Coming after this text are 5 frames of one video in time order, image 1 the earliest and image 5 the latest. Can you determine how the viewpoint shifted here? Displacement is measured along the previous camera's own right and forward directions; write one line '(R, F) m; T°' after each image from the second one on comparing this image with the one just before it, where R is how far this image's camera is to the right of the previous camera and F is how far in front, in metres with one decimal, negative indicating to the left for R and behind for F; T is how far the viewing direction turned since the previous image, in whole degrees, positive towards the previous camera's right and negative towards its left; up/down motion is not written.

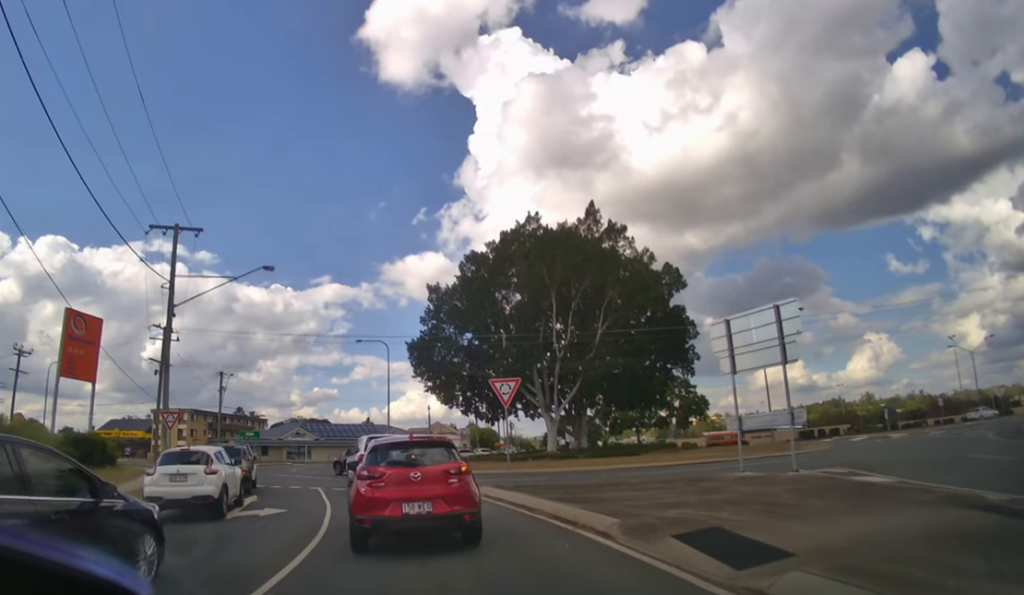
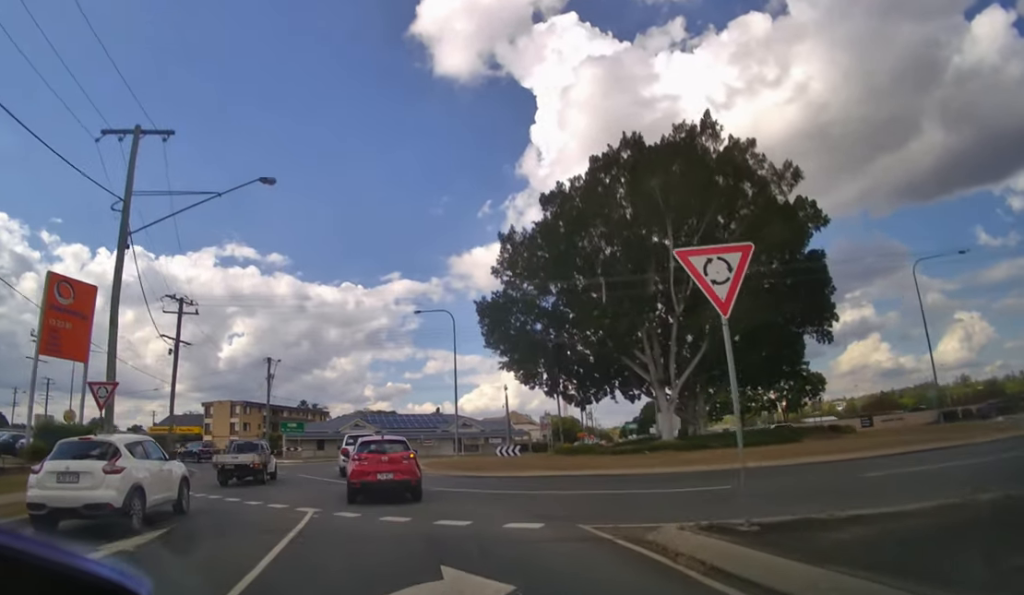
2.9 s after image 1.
(-1.2, +9.2) m; -11°
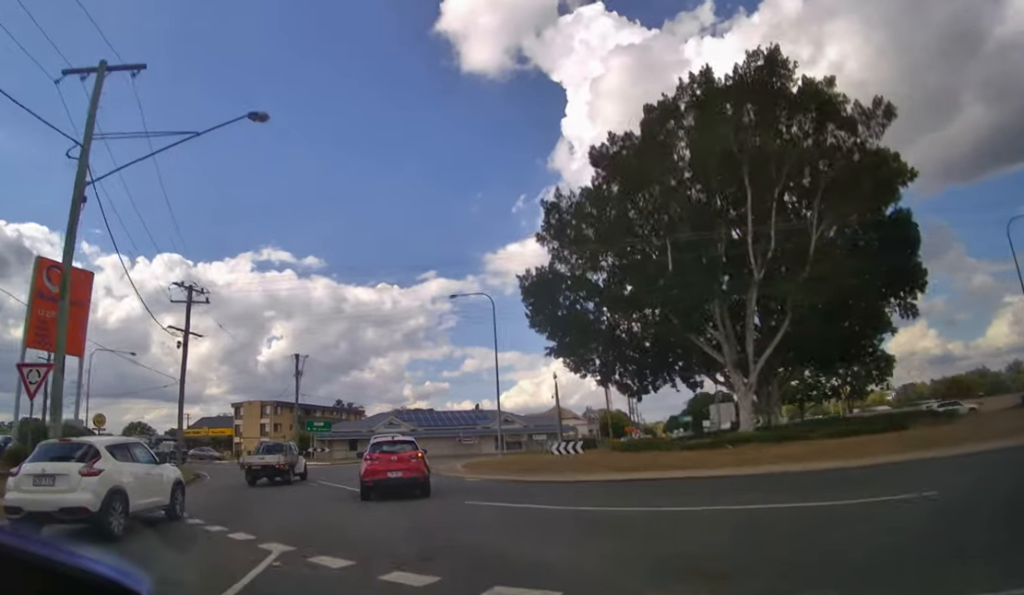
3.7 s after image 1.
(-0.1, +4.0) m; -4°
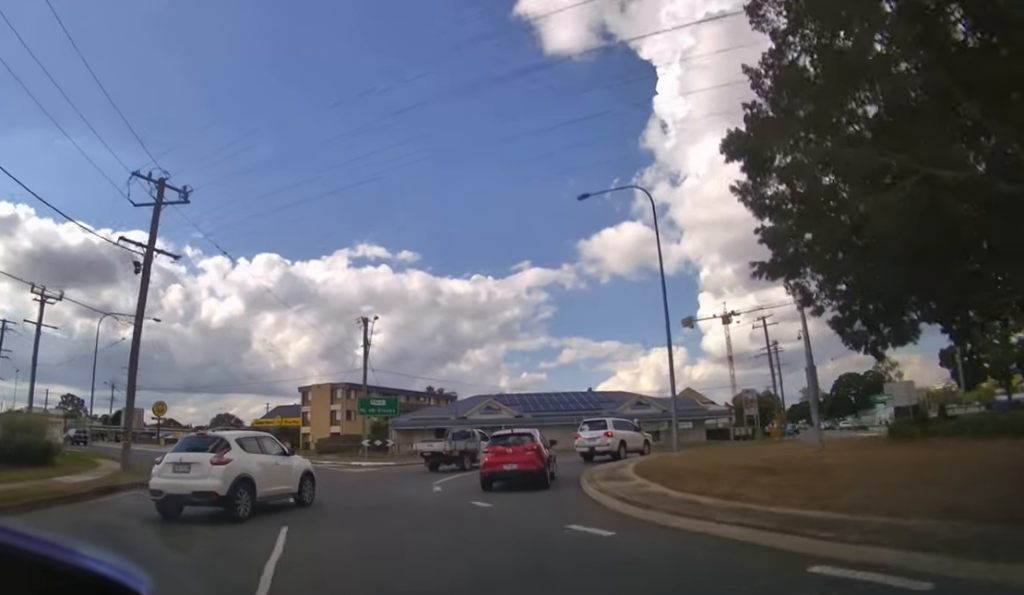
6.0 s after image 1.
(-1.5, +12.9) m; -9°
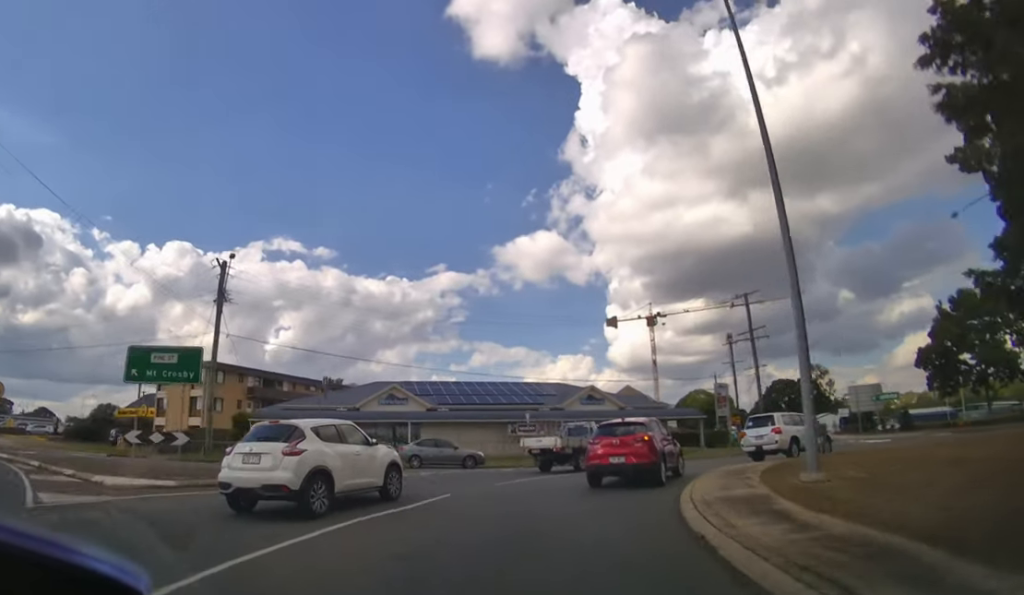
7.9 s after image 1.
(+0.4, +12.0) m; +12°
